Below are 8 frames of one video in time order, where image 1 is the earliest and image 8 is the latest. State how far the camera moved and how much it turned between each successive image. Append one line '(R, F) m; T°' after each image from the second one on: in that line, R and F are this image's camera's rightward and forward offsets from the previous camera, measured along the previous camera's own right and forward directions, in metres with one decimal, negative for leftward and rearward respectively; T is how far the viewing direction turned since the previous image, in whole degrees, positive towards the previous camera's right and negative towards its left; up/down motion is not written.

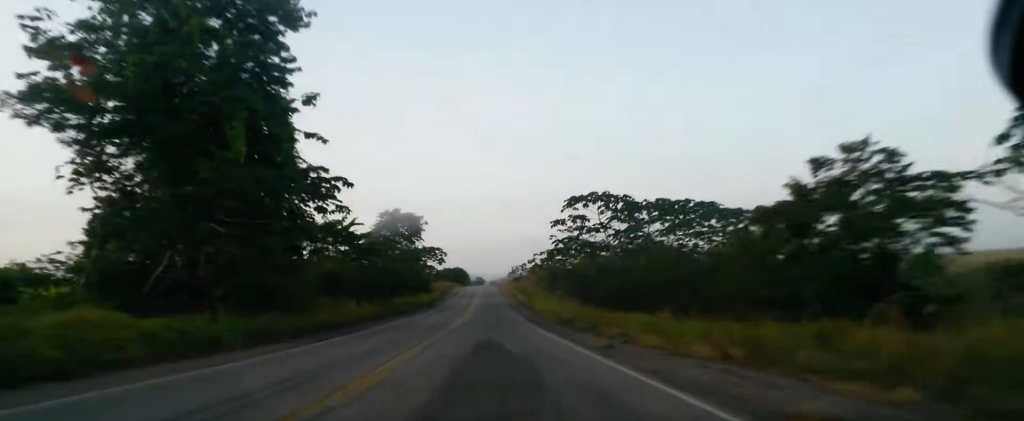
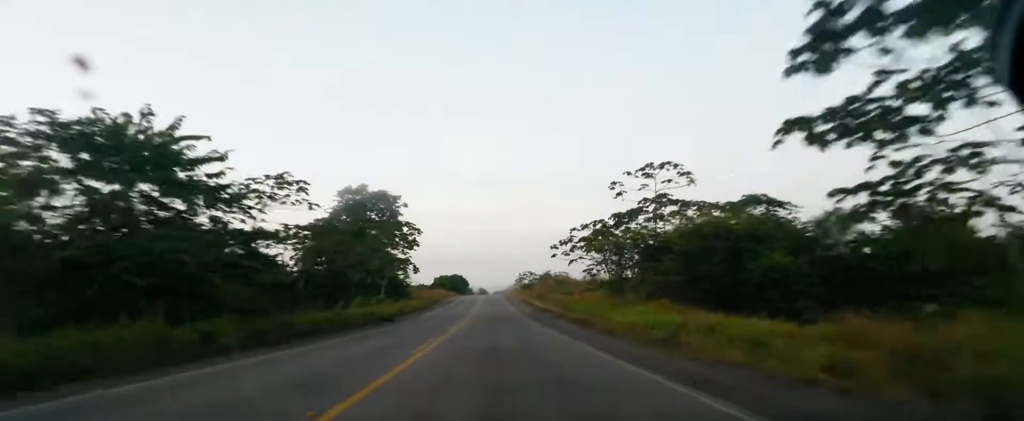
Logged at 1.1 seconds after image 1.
(+0.4, +38.9) m; +1°
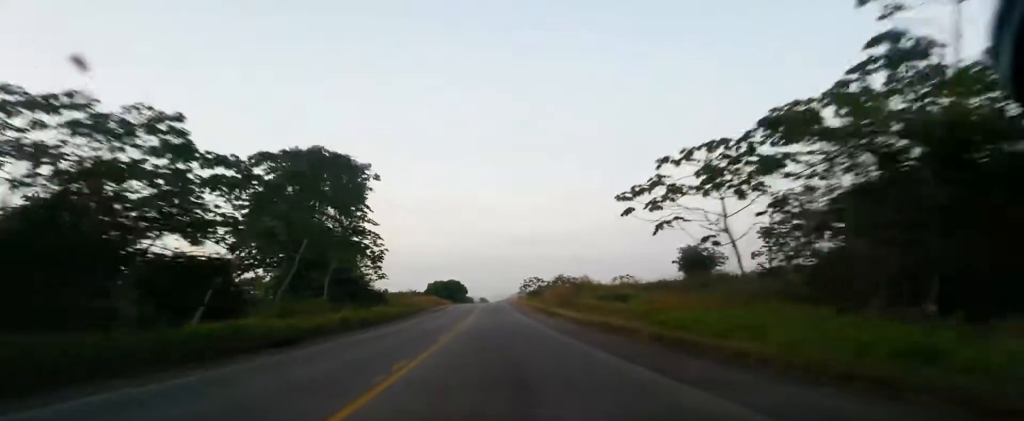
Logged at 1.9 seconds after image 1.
(+0.1, +27.6) m; 0°
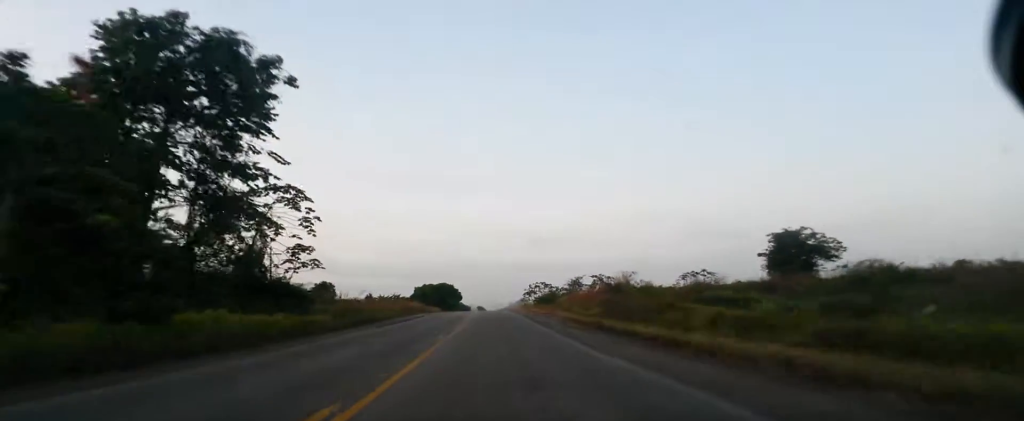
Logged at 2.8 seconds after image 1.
(0.0, +33.9) m; 0°
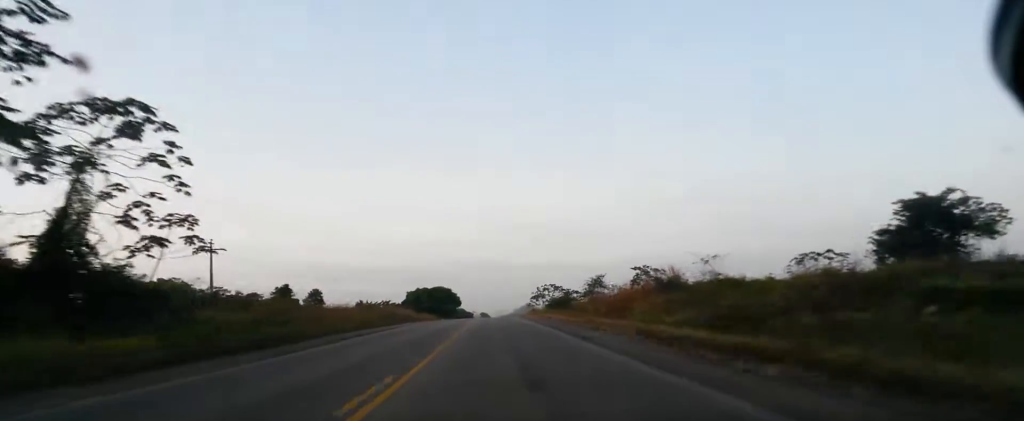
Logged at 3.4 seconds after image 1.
(0.0, +22.0) m; 0°
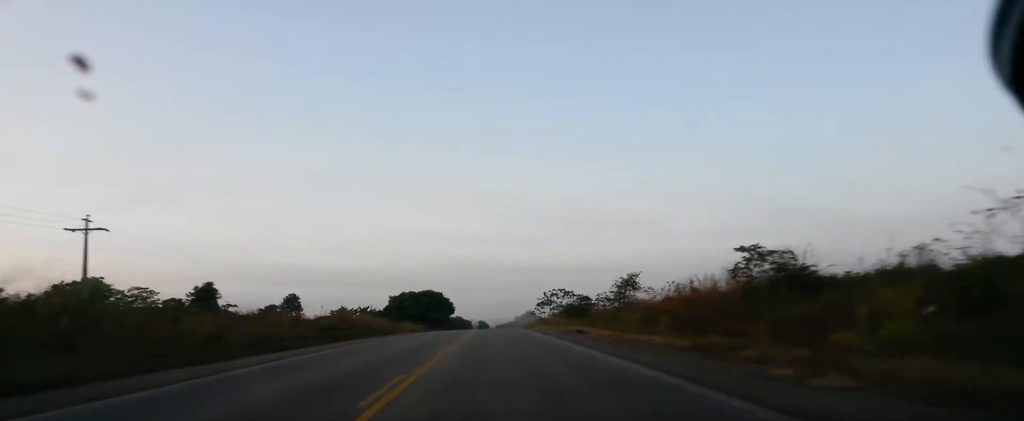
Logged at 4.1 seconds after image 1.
(-0.2, +24.6) m; +1°
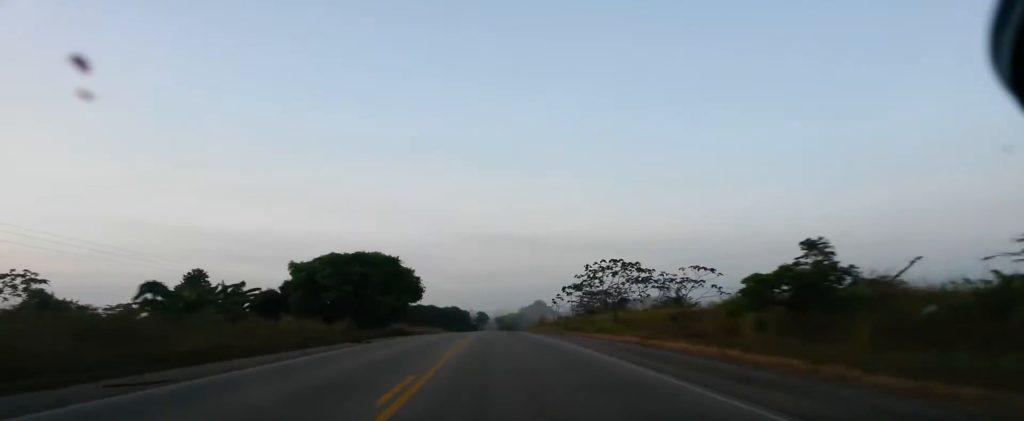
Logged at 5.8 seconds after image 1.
(-0.2, +63.8) m; 0°
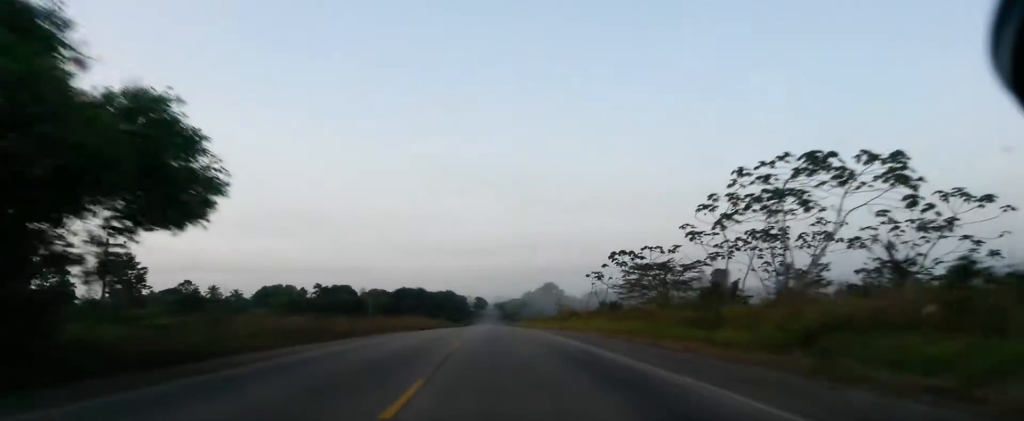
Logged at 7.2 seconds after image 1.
(+2.3, +54.0) m; 0°
